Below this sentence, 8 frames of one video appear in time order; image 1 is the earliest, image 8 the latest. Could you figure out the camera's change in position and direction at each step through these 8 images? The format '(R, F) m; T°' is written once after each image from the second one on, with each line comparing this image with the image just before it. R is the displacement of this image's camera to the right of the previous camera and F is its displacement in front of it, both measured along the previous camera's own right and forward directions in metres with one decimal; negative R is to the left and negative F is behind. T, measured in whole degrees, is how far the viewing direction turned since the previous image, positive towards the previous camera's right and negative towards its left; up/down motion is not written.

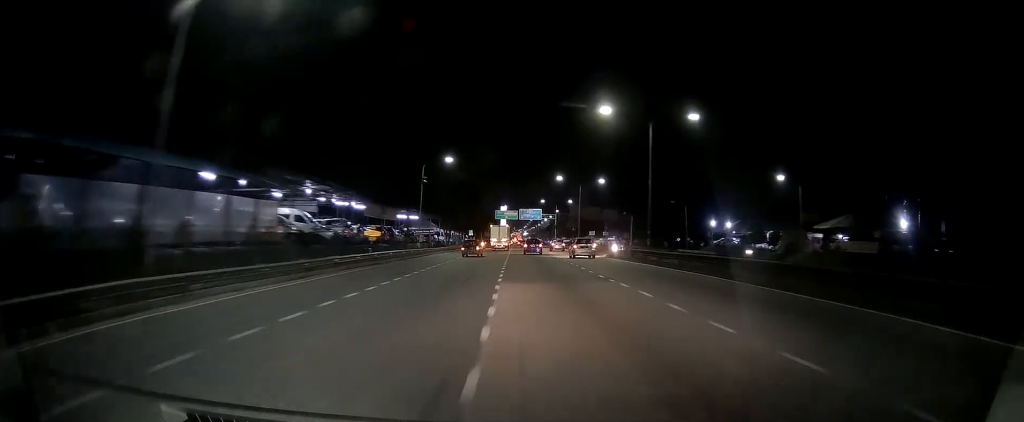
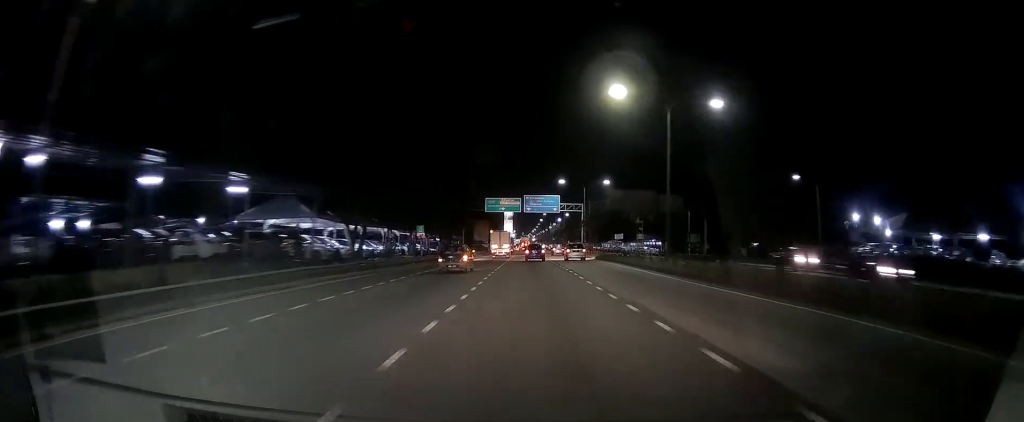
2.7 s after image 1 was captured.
(0.0, +51.6) m; 0°
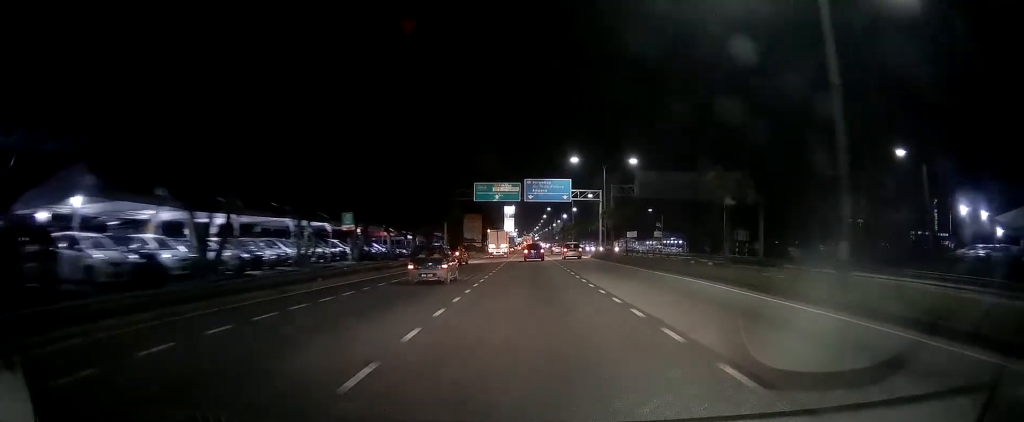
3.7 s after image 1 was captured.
(-0.1, +20.1) m; 0°
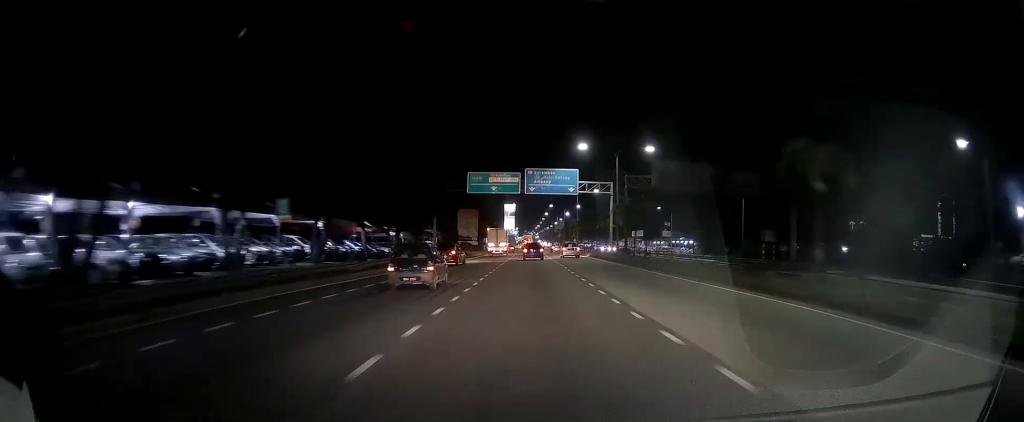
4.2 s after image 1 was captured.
(0.0, +8.0) m; 0°
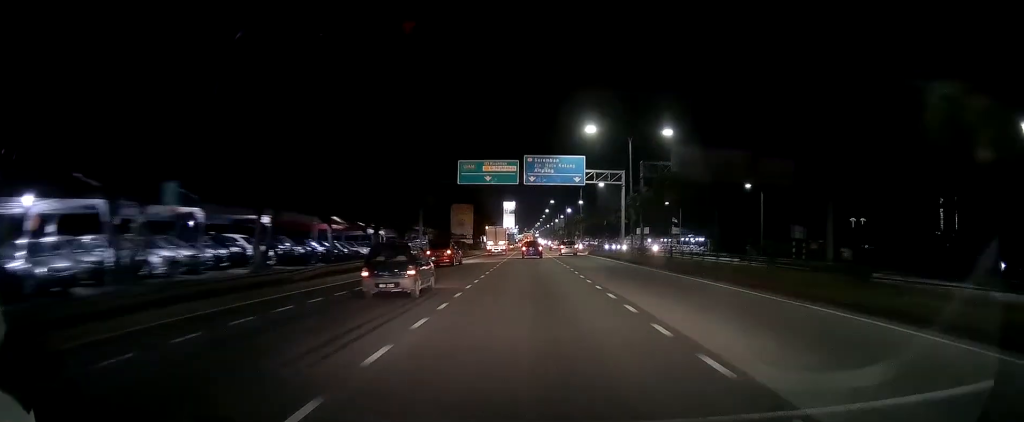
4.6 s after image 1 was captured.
(0.0, +7.4) m; 0°
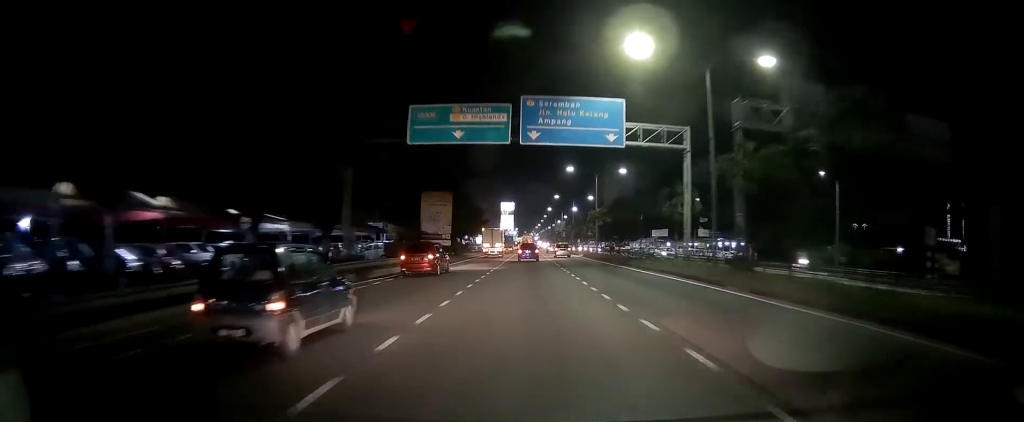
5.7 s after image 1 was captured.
(0.0, +20.9) m; 0°
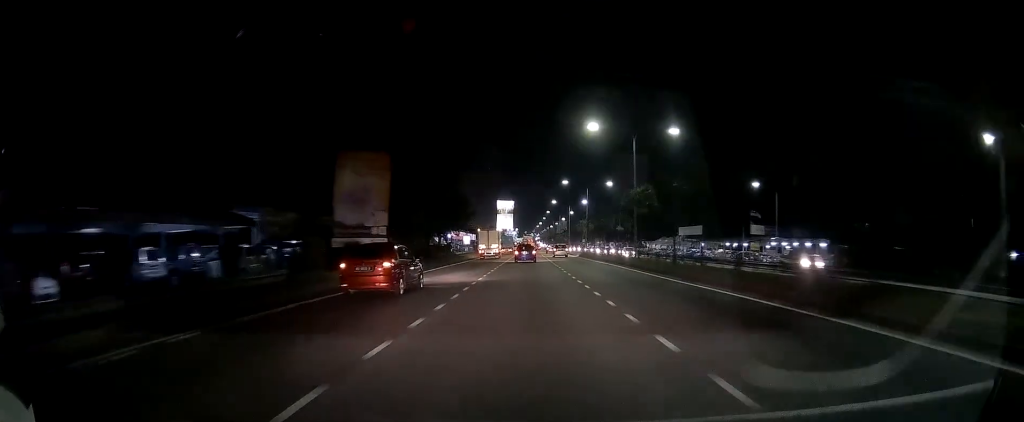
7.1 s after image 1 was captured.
(-0.1, +25.4) m; 0°
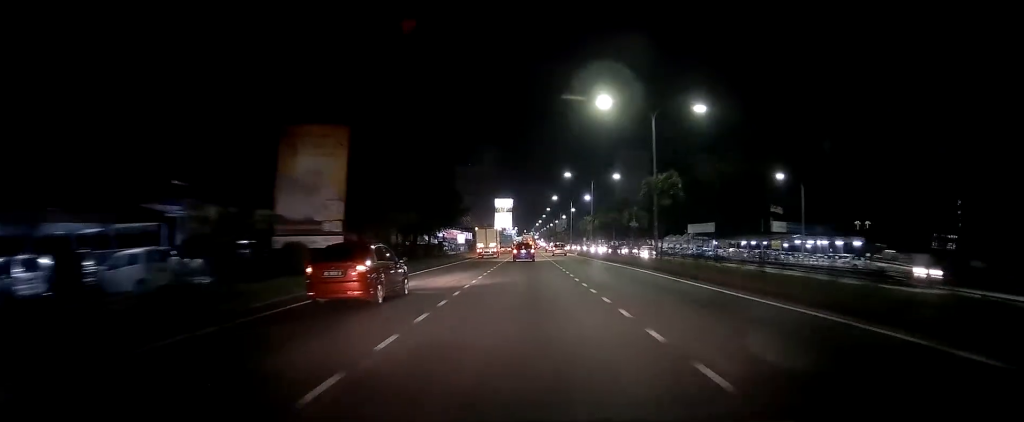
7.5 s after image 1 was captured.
(0.0, +7.5) m; 0°
